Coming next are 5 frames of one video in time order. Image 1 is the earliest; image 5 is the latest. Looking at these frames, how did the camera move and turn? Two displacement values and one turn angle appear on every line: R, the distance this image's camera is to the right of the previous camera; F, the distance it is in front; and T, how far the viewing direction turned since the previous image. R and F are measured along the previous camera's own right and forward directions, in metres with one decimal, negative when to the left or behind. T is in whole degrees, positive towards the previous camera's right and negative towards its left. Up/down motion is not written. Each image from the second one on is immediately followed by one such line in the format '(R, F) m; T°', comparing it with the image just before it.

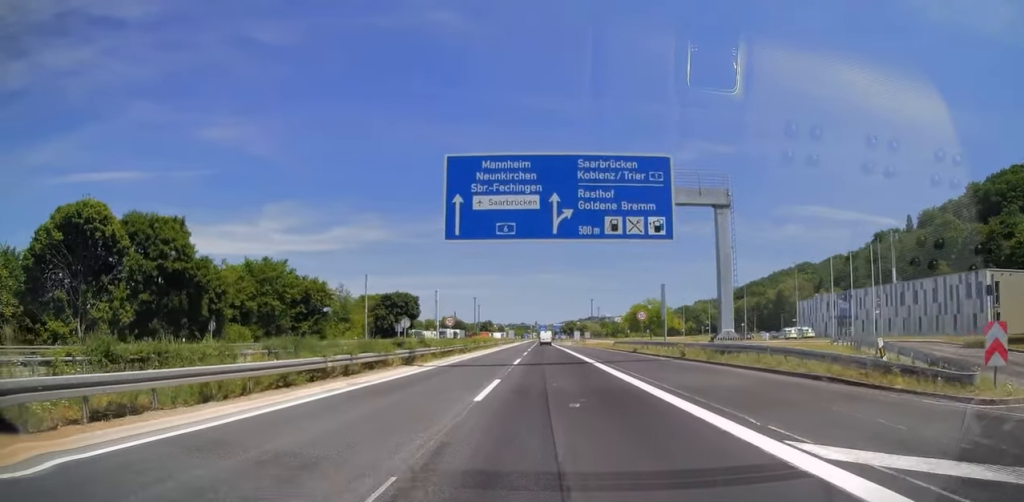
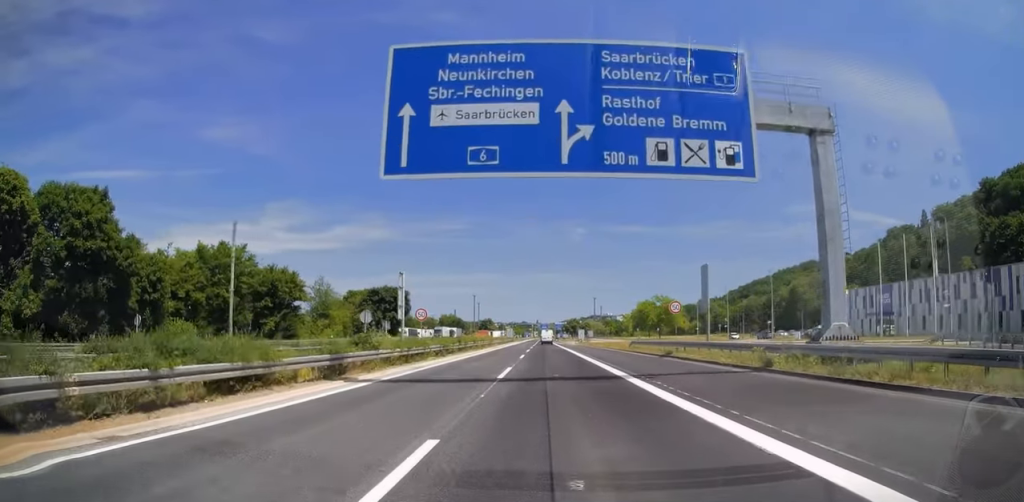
(-0.2, +11.2) m; -1°
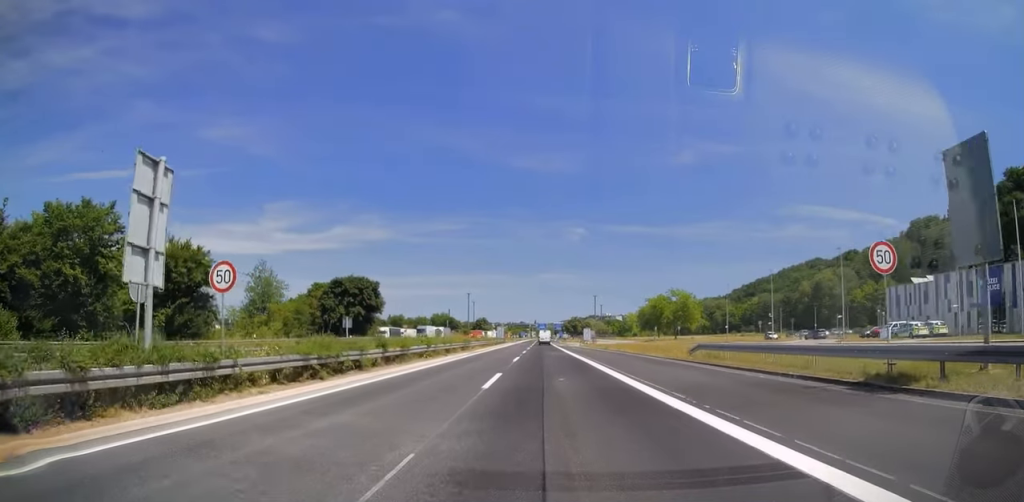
(-0.1, +22.2) m; 0°
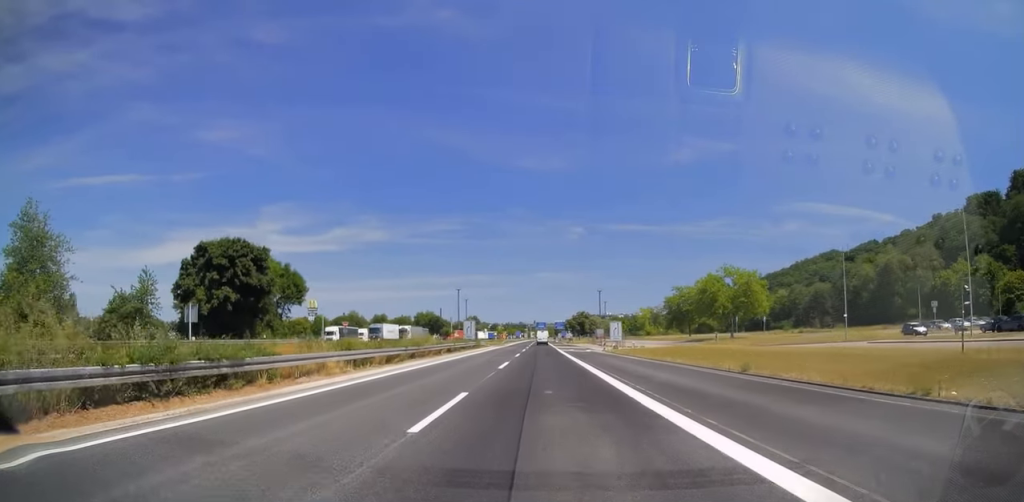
(0.0, +43.8) m; 0°
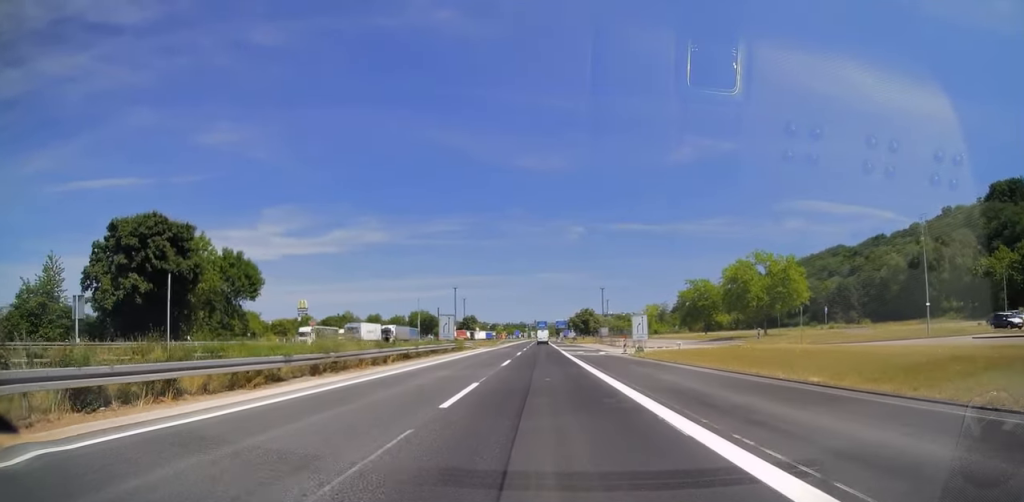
(0.0, +15.2) m; 0°
